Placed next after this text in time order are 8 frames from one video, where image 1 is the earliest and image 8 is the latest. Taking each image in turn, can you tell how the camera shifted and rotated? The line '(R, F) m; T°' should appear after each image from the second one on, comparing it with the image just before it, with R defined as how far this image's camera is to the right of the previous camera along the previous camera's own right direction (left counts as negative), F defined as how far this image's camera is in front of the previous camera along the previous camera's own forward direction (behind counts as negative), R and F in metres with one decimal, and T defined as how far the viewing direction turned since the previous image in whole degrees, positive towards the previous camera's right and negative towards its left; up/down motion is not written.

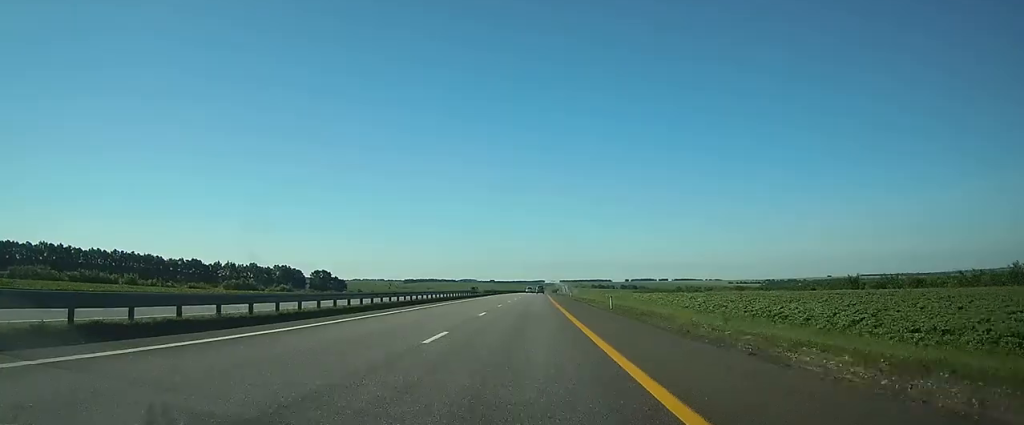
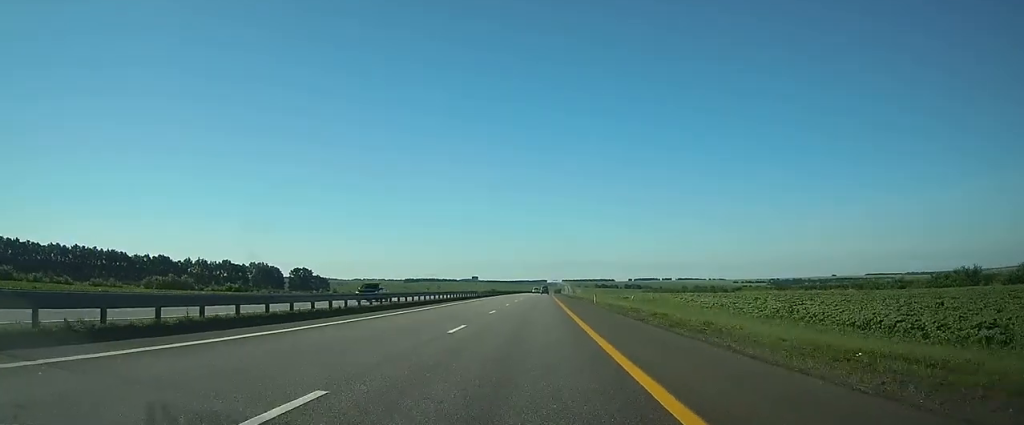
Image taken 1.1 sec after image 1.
(+0.1, +33.4) m; 0°
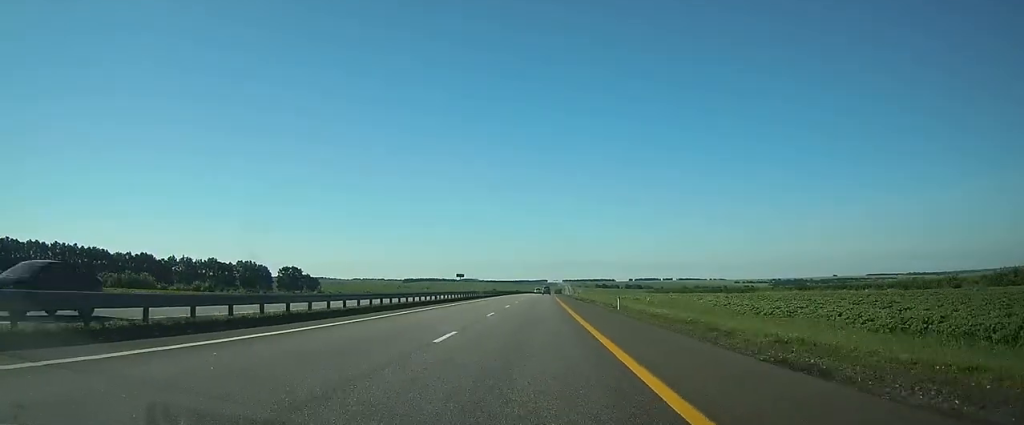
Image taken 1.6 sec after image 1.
(0.0, +14.7) m; 0°
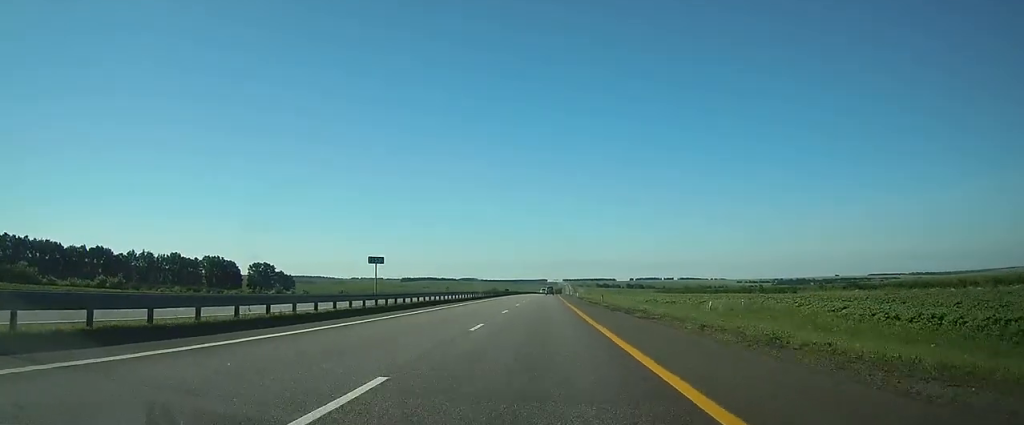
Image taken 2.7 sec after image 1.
(0.0, +32.3) m; 0°
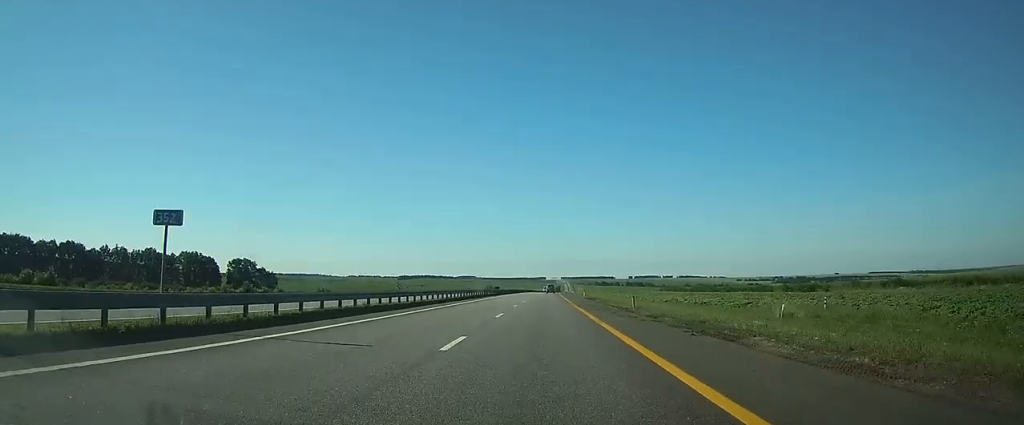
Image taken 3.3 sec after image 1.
(0.0, +17.7) m; 0°
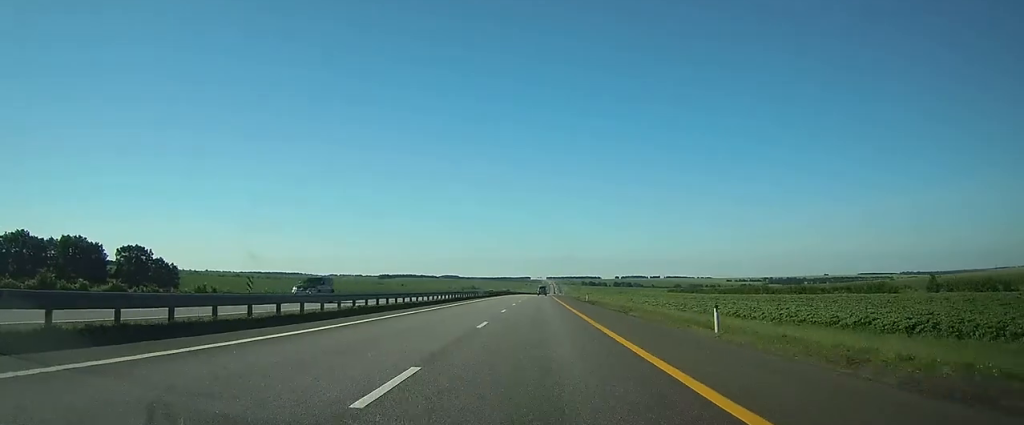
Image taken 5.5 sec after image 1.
(+0.5, +65.2) m; +1°
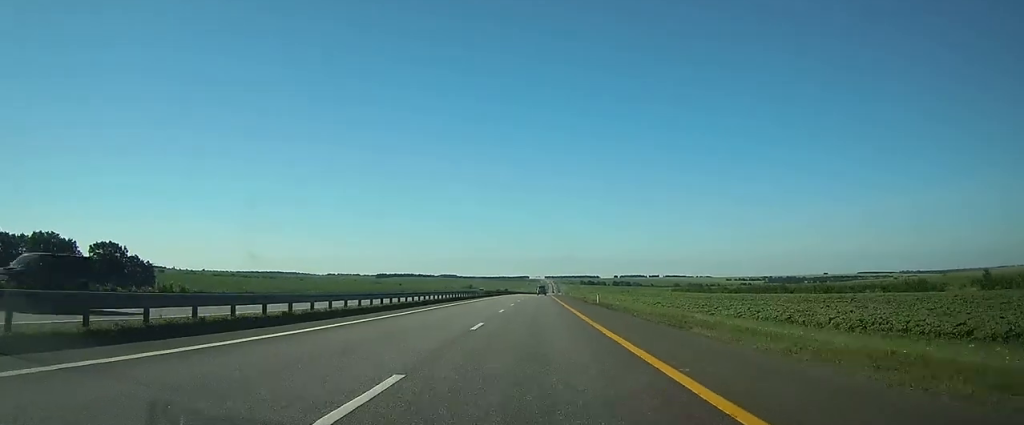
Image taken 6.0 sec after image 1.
(0.0, +12.9) m; 0°
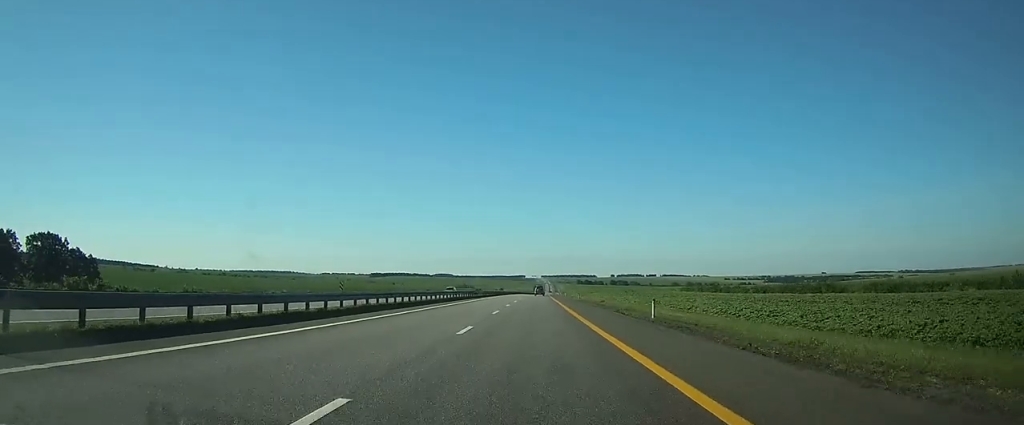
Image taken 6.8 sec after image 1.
(0.0, +25.8) m; 0°
